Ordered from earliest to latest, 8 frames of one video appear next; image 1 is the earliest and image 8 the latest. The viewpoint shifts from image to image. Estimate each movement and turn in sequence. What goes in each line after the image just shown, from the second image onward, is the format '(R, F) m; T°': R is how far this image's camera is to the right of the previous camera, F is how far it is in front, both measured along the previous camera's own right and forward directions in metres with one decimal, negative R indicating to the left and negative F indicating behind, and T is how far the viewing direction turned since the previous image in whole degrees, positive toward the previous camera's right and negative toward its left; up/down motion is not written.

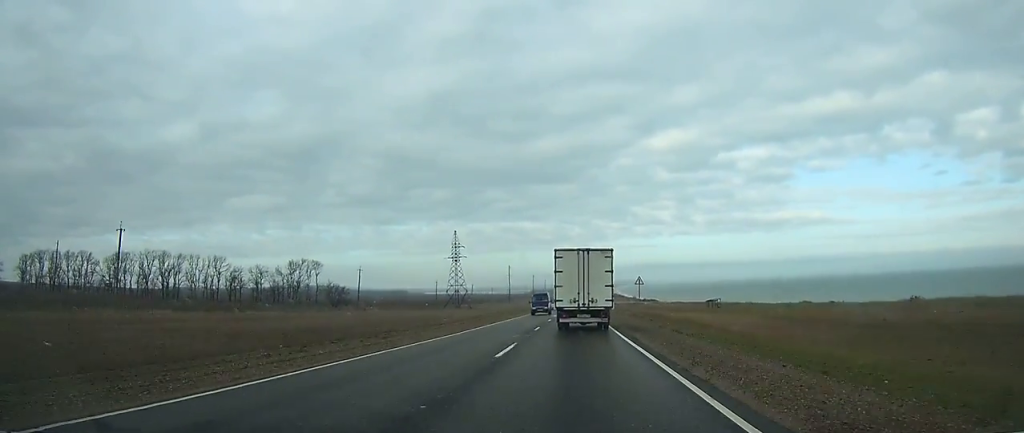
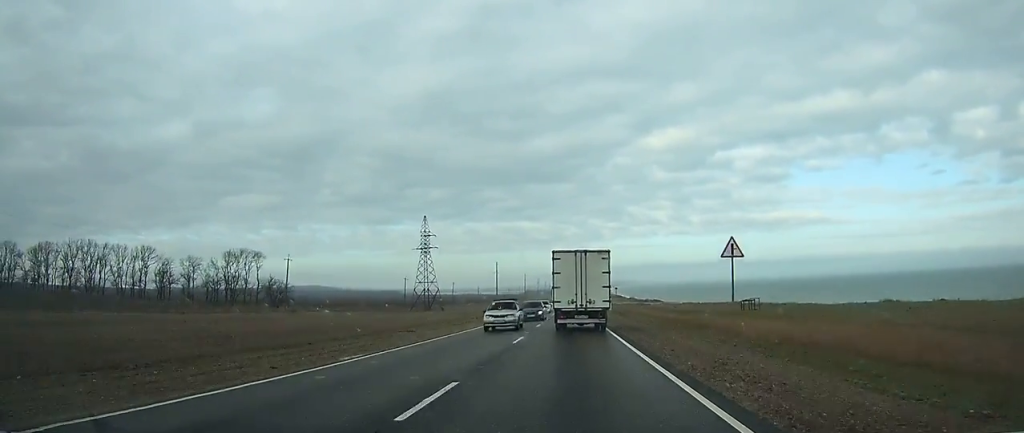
(+0.1, +31.6) m; 0°
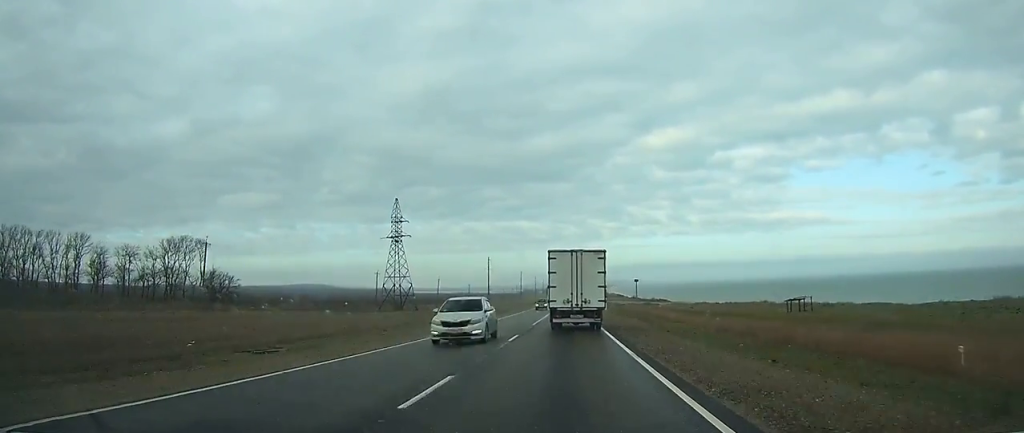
(-0.1, +23.5) m; 0°
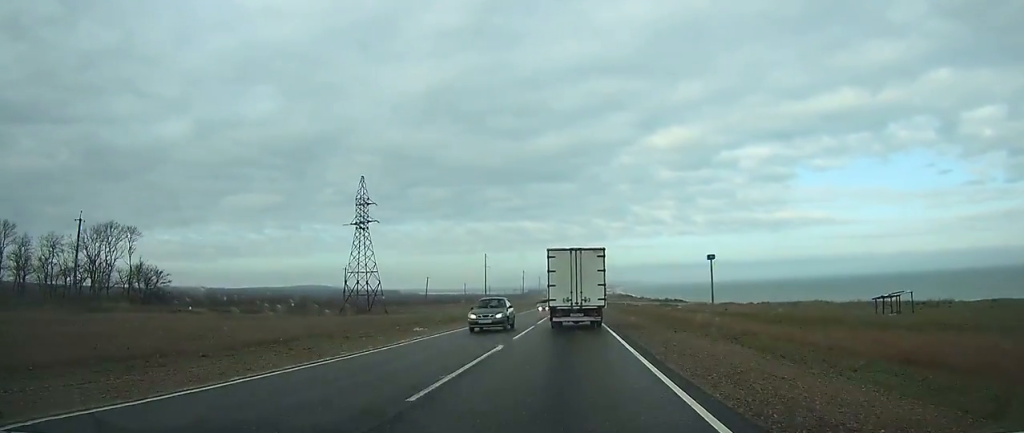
(0.0, +23.5) m; 0°
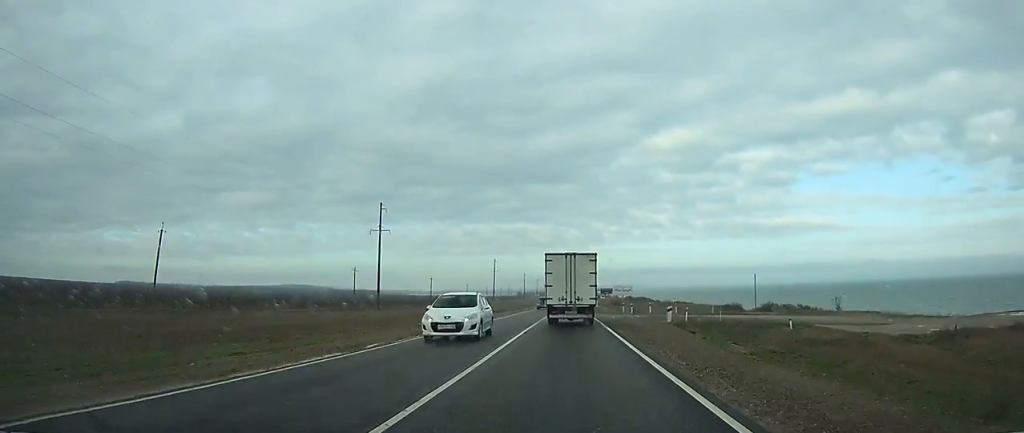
(+0.6, +124.9) m; +1°
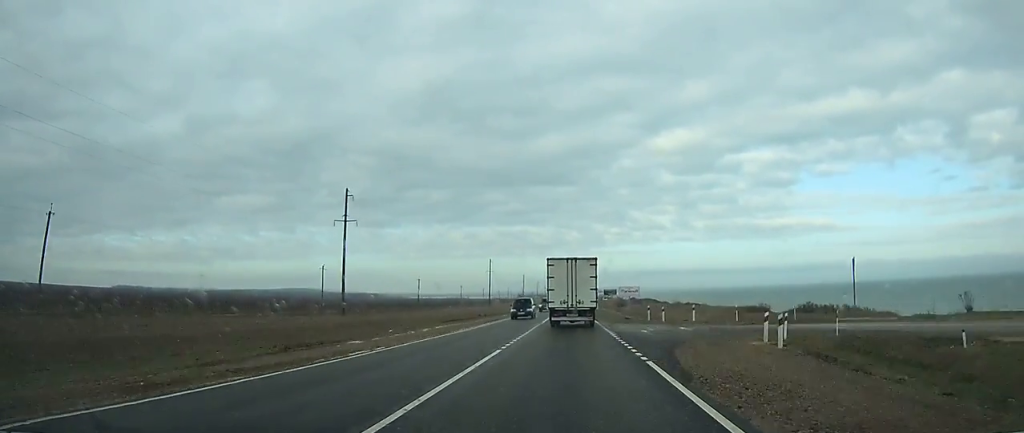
(+0.1, +17.7) m; 0°
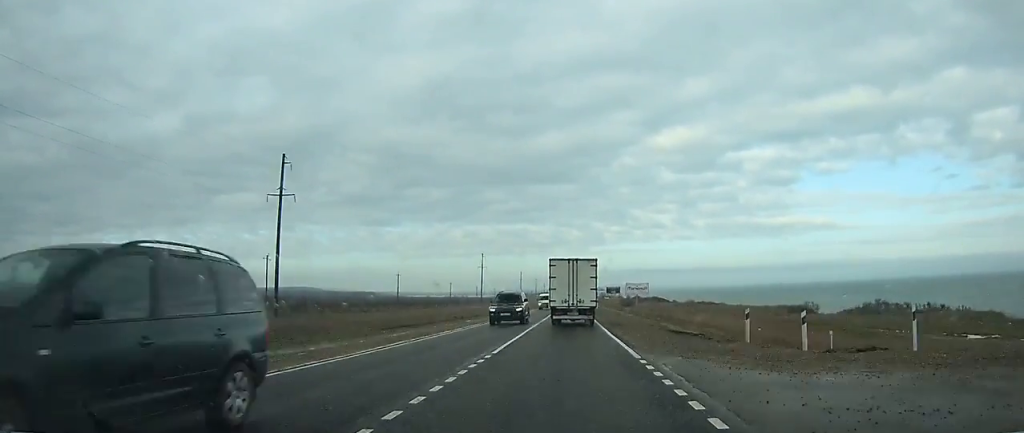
(0.0, +21.8) m; 0°
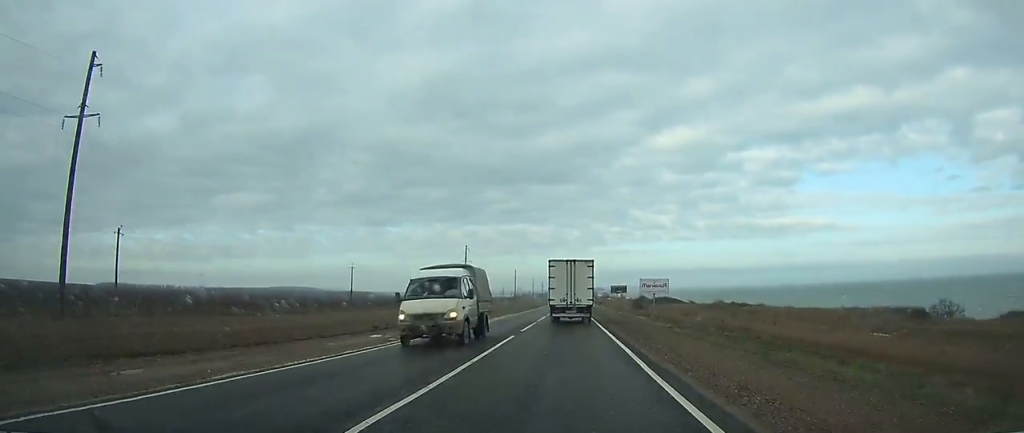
(-0.1, +34.0) m; 0°
